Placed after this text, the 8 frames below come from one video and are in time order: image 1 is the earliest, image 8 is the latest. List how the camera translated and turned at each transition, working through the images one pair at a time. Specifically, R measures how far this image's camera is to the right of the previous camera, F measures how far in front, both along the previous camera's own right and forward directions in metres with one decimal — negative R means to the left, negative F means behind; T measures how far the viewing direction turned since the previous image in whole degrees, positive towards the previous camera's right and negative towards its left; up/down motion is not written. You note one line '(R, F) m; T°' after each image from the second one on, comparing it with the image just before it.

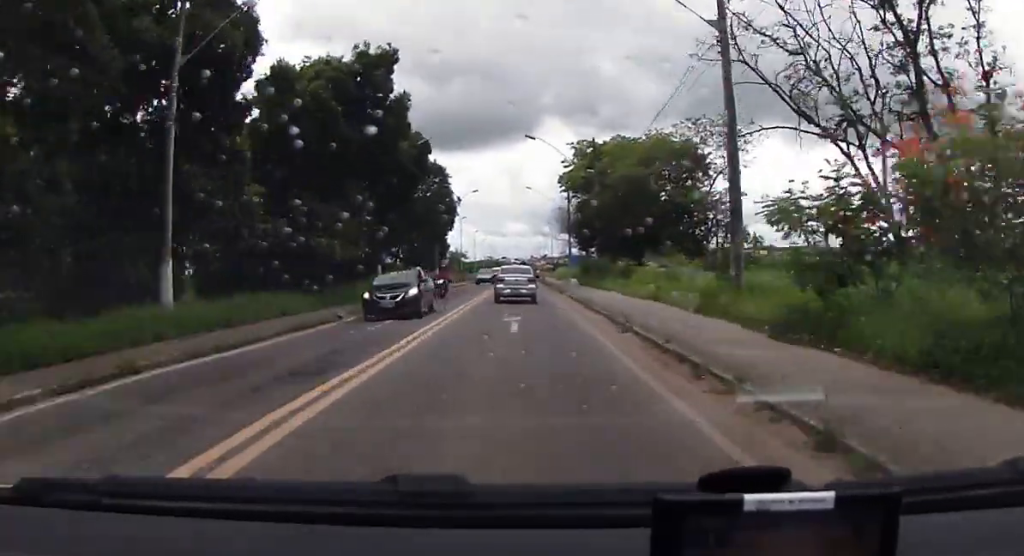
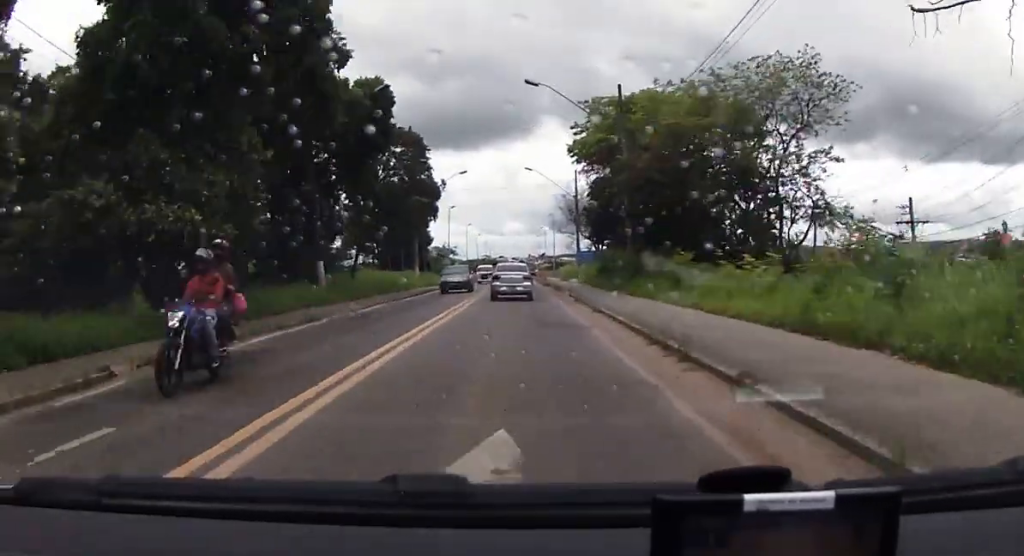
(-0.2, +14.2) m; 0°
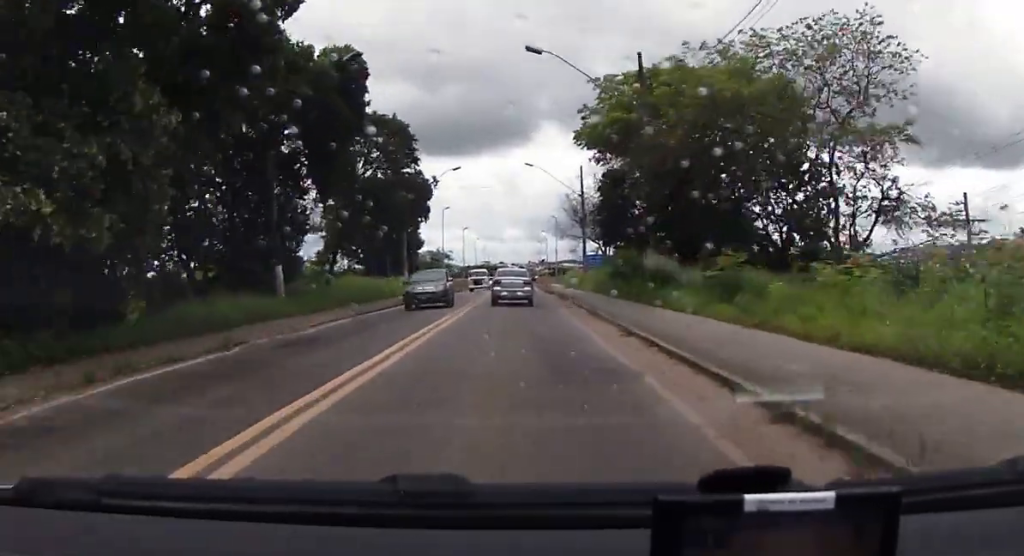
(-0.1, +6.3) m; 0°
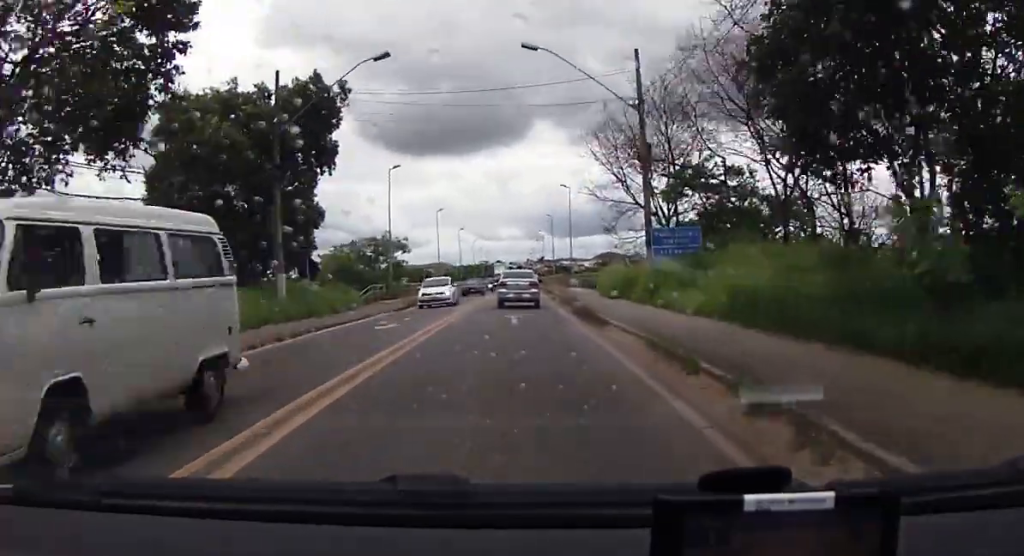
(+0.4, +31.0) m; +1°
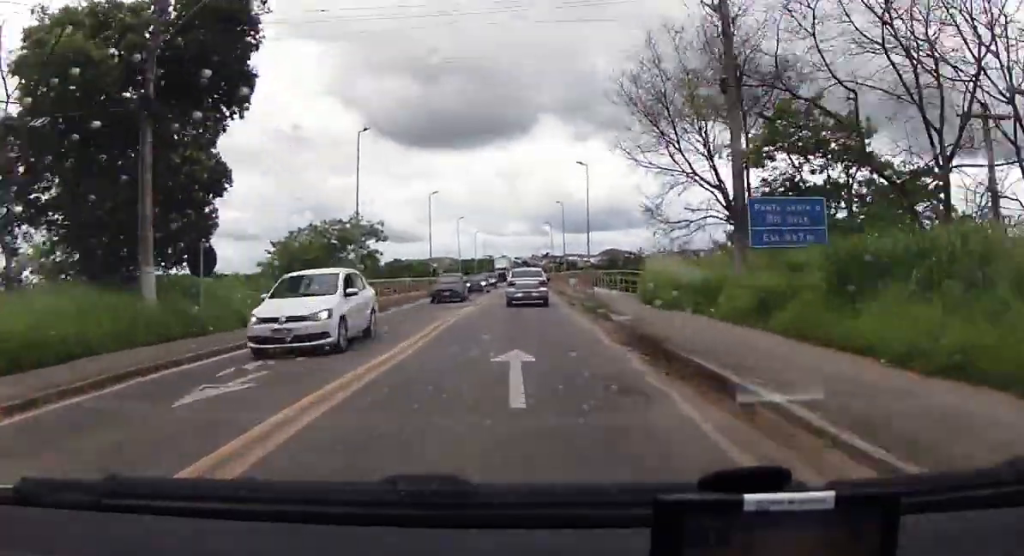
(-0.1, +11.4) m; -1°
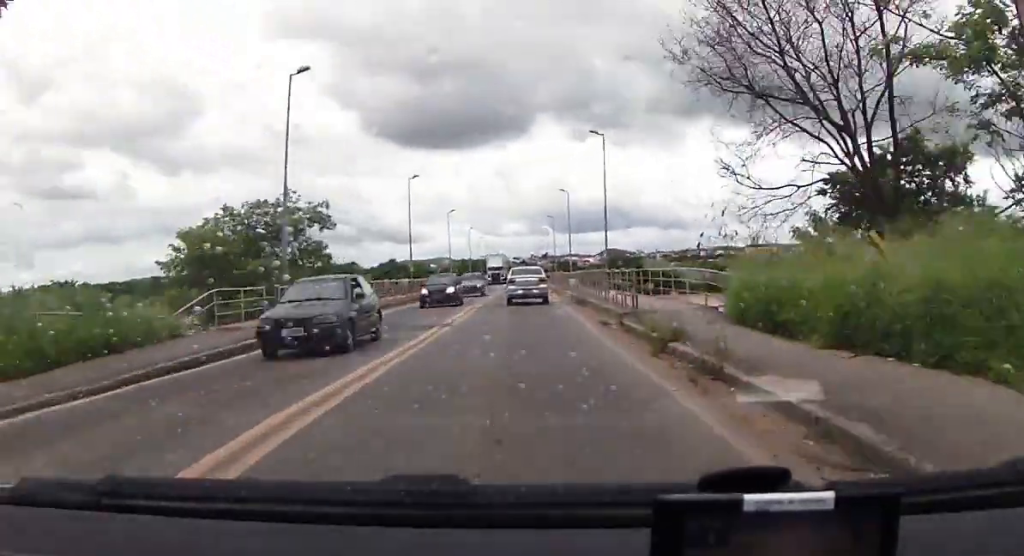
(-0.2, +11.4) m; +1°
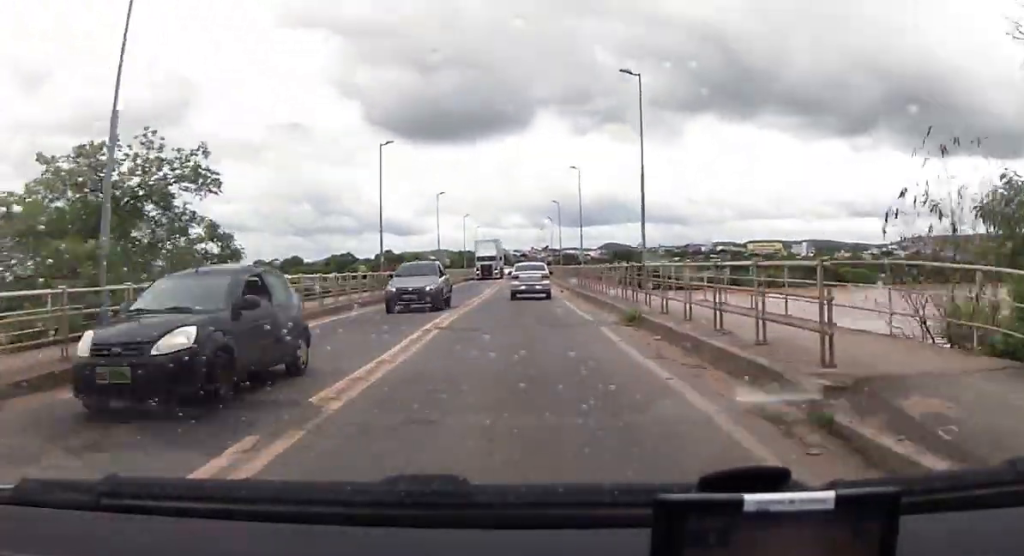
(+0.4, +11.9) m; +1°
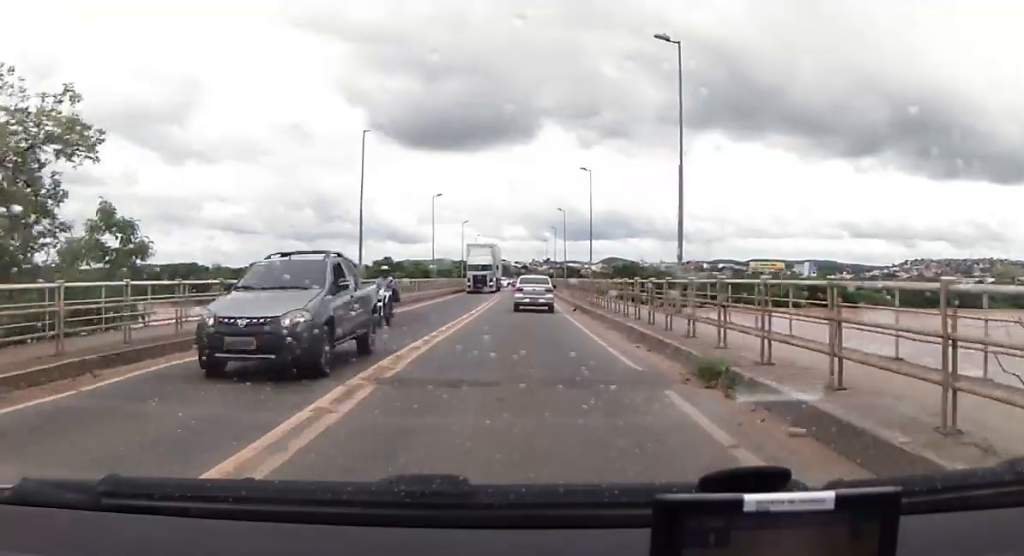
(0.0, +6.2) m; 0°
